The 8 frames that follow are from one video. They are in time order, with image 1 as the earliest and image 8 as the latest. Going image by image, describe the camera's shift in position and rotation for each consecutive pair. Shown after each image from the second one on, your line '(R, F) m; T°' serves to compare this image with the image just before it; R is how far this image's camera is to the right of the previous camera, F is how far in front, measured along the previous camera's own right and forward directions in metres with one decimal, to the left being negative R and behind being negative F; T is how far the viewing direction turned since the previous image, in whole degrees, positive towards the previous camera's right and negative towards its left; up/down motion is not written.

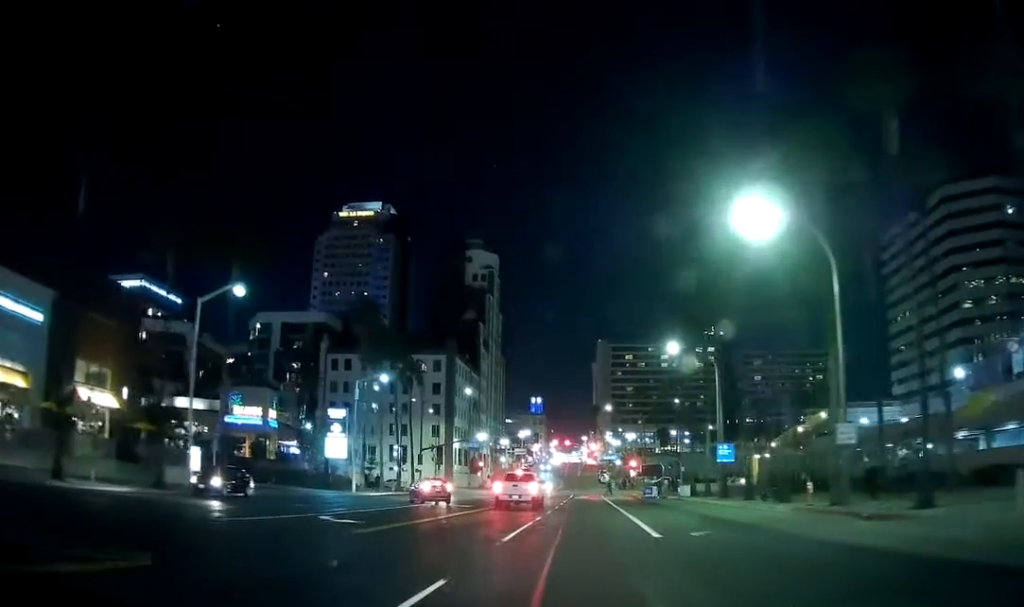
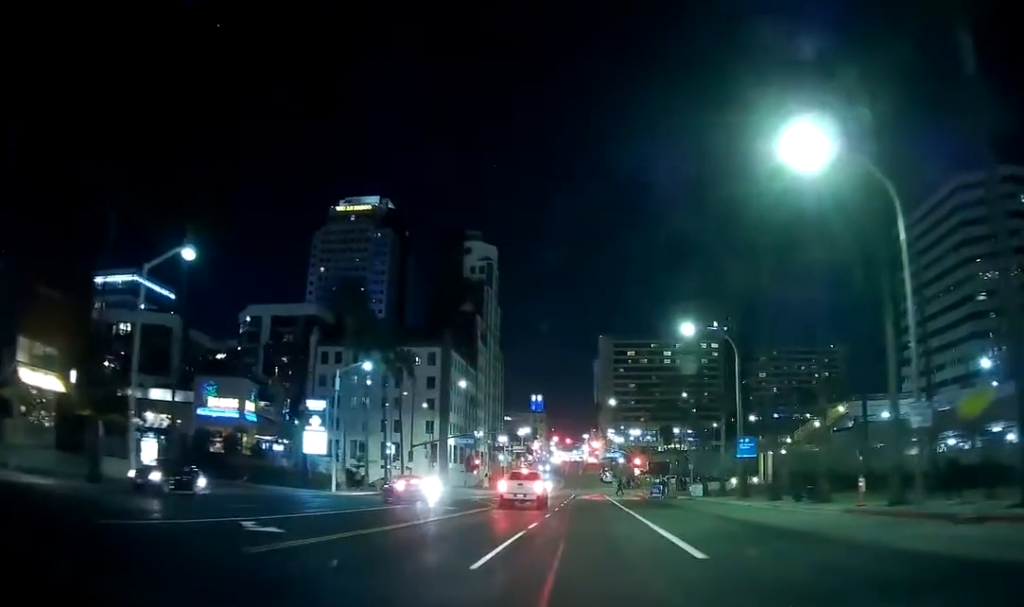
(+0.1, +5.6) m; -2°
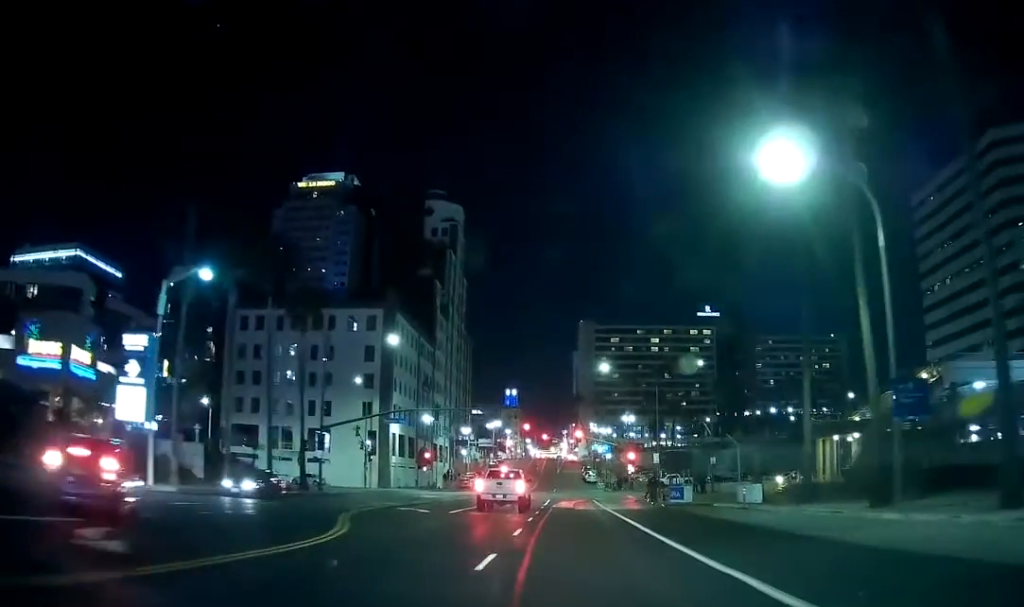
(+0.4, +24.8) m; +4°
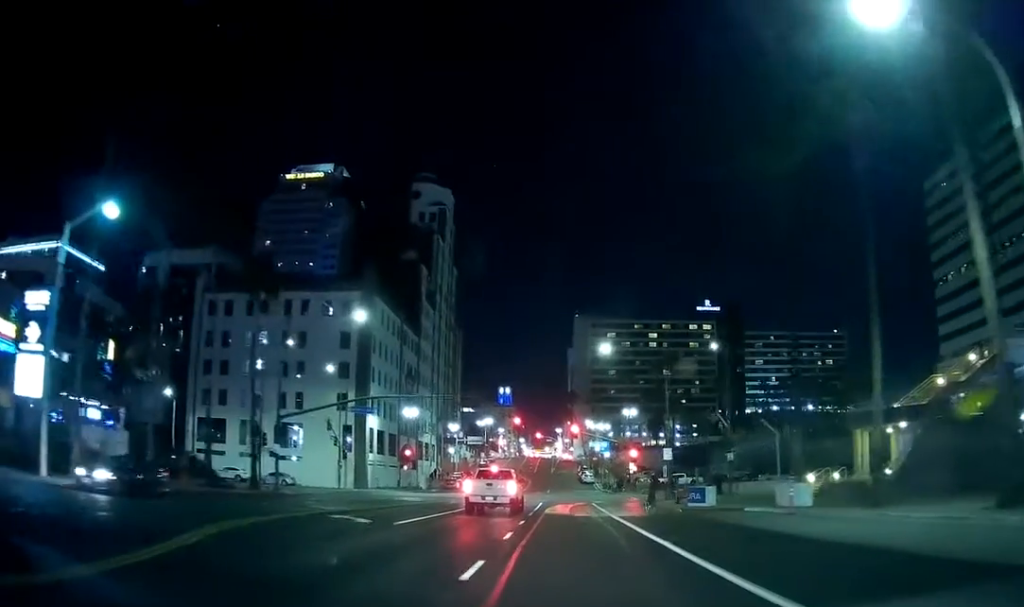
(0.0, +8.8) m; 0°
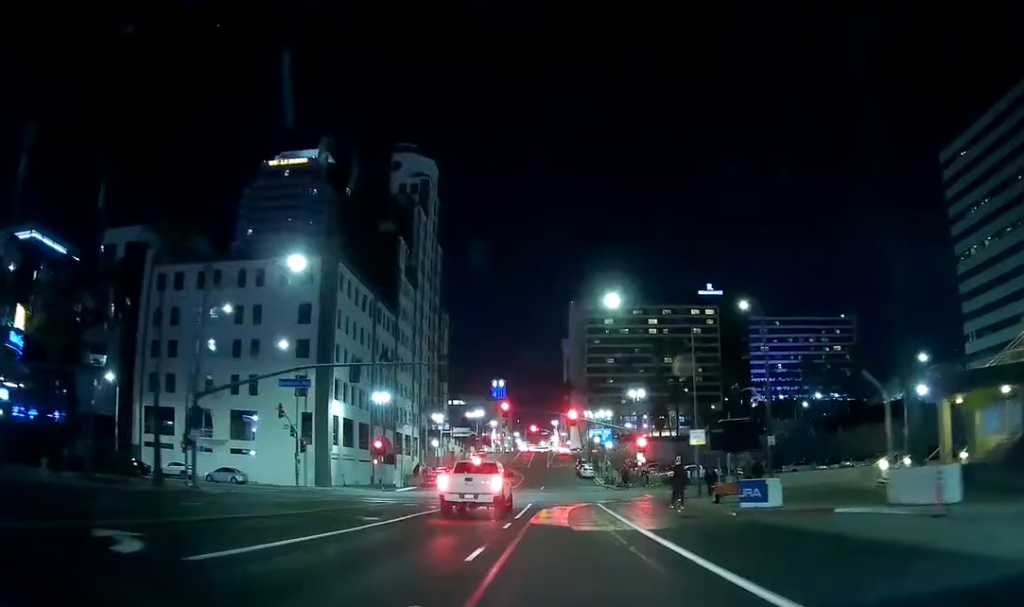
(0.0, +12.4) m; 0°
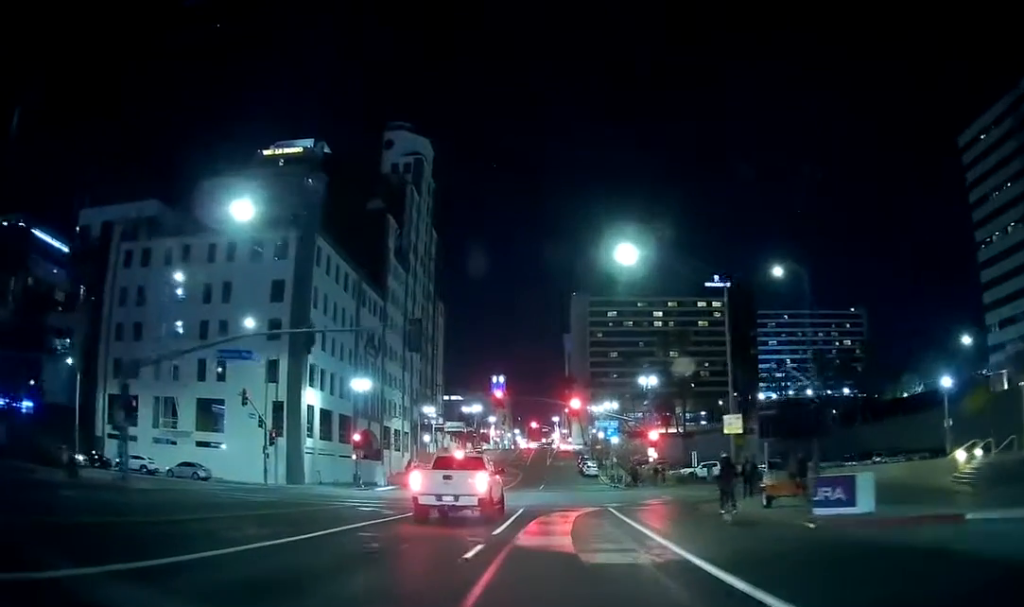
(0.0, +8.4) m; 0°
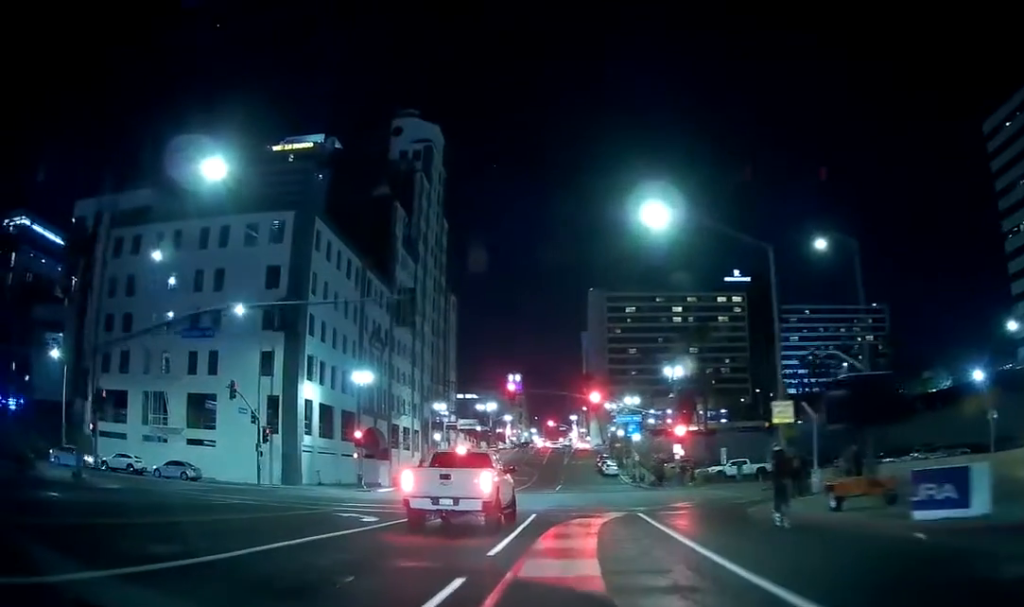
(0.0, +5.3) m; 0°
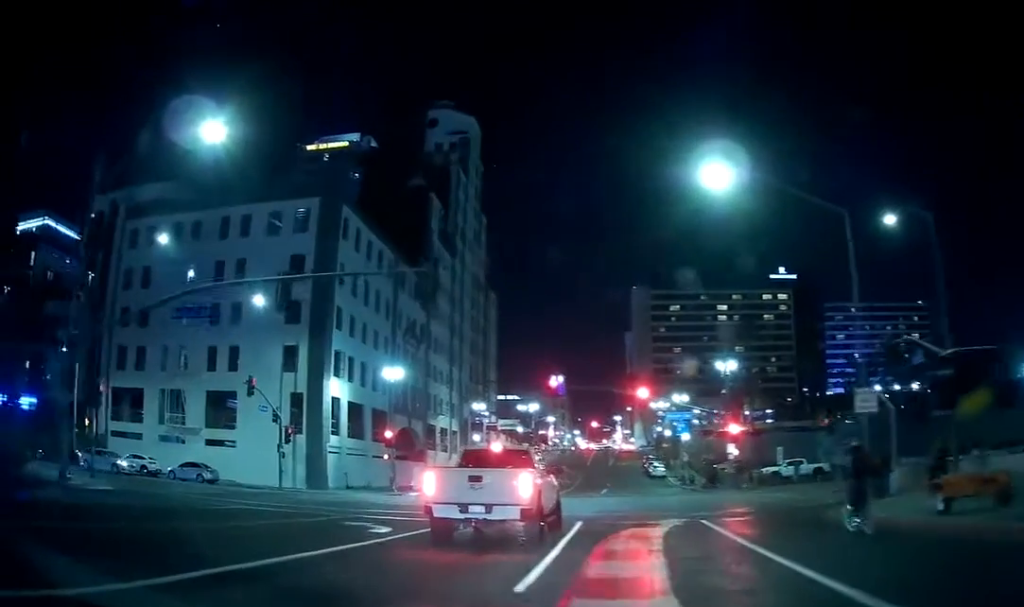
(0.0, +4.5) m; 0°
